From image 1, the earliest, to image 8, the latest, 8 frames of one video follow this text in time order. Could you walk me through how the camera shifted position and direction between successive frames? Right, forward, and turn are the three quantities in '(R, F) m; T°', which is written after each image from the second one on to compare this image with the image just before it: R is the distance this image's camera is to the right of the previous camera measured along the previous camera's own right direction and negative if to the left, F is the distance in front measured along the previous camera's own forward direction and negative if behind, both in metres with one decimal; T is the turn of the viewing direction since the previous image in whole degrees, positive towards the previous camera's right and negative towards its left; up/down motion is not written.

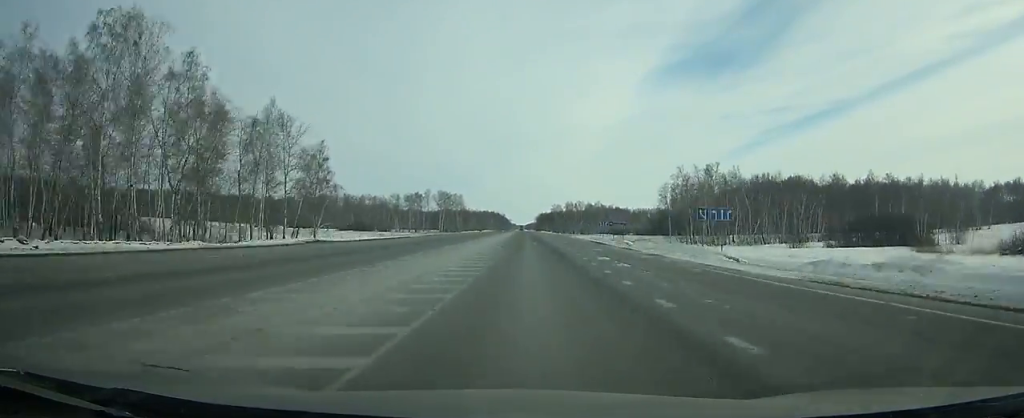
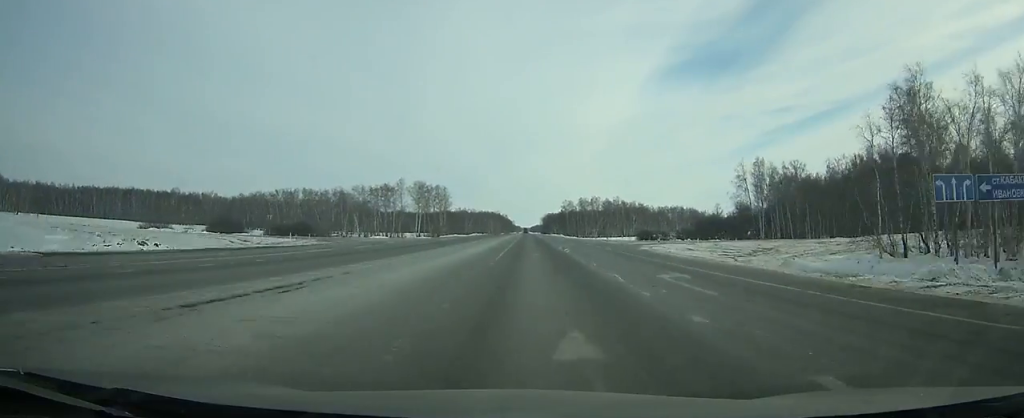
(-0.1, +70.2) m; 0°
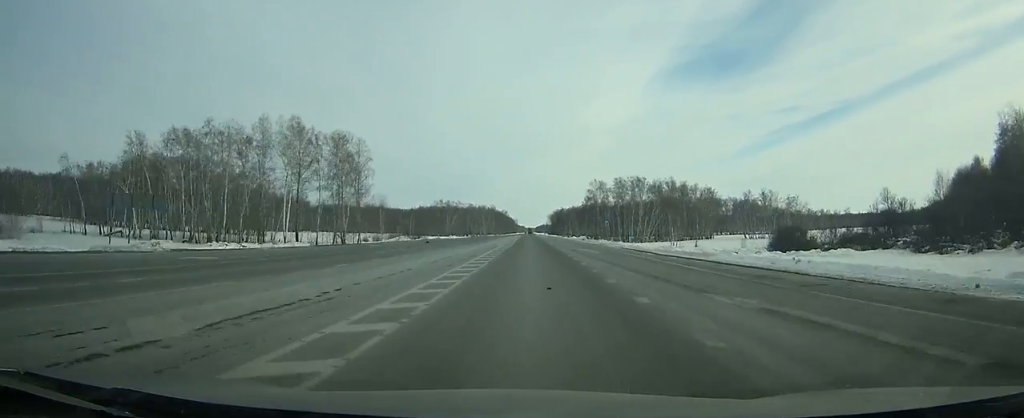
(+0.1, +120.8) m; 0°
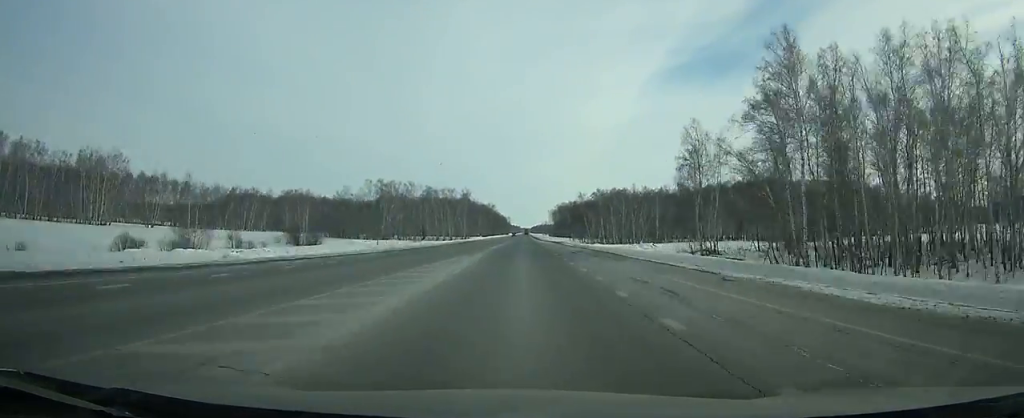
(-0.3, +139.2) m; 0°
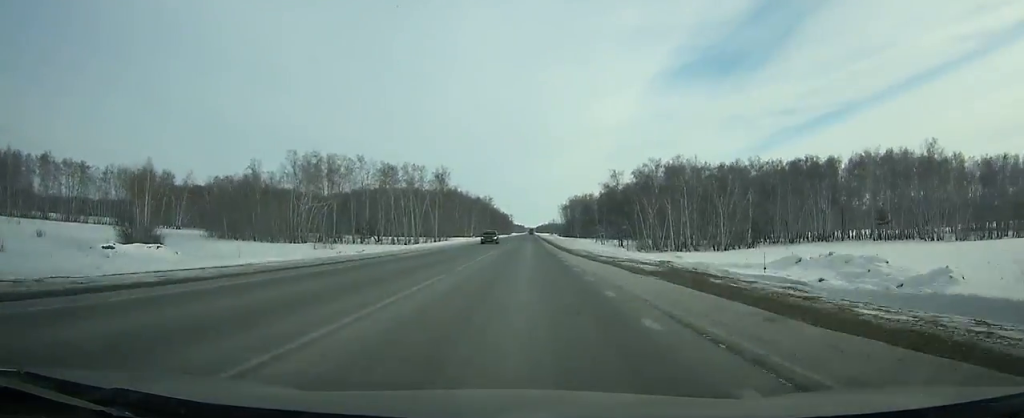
(0.0, +72.3) m; 0°
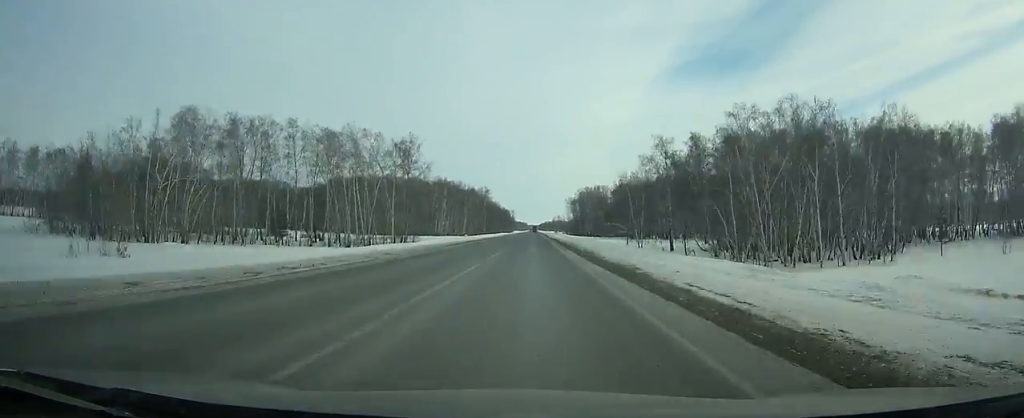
(0.0, +45.6) m; 0°
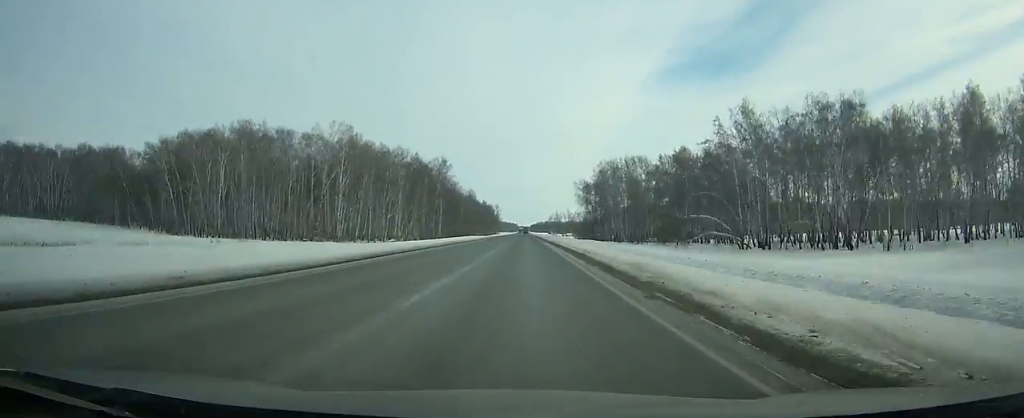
(+0.3, +112.1) m; 0°
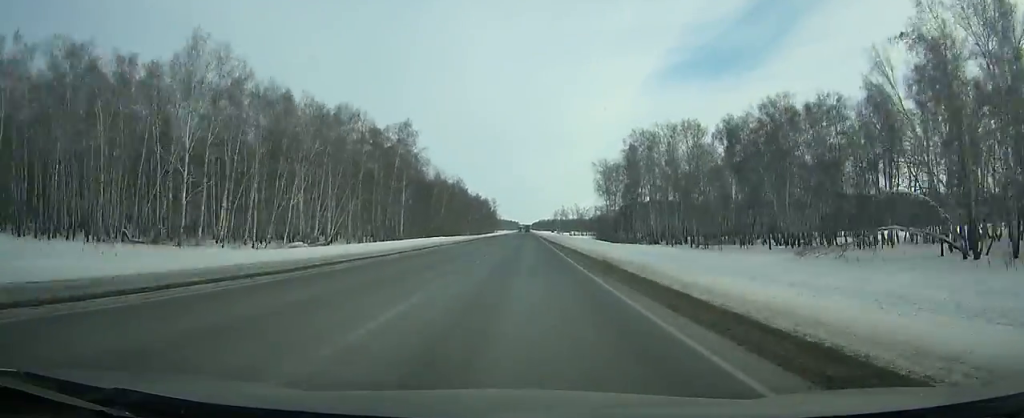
(+0.1, +50.6) m; 0°
